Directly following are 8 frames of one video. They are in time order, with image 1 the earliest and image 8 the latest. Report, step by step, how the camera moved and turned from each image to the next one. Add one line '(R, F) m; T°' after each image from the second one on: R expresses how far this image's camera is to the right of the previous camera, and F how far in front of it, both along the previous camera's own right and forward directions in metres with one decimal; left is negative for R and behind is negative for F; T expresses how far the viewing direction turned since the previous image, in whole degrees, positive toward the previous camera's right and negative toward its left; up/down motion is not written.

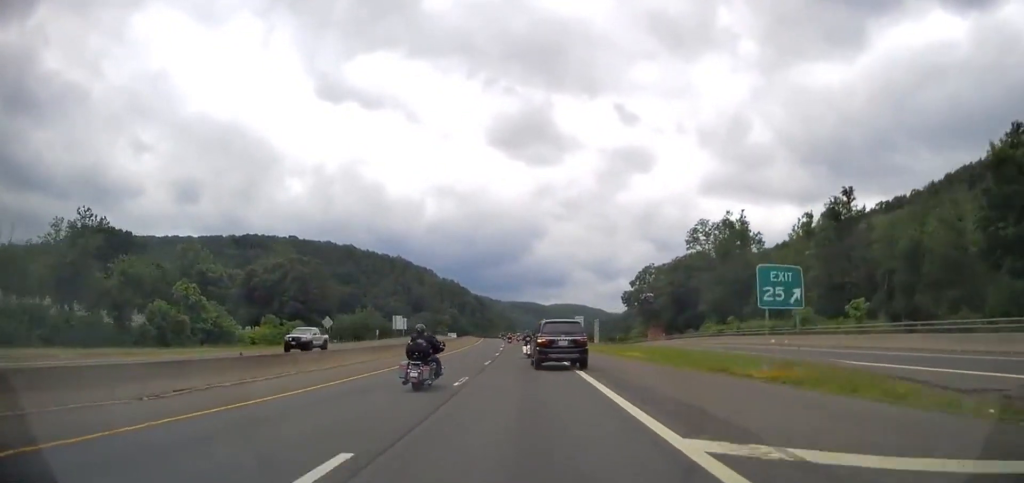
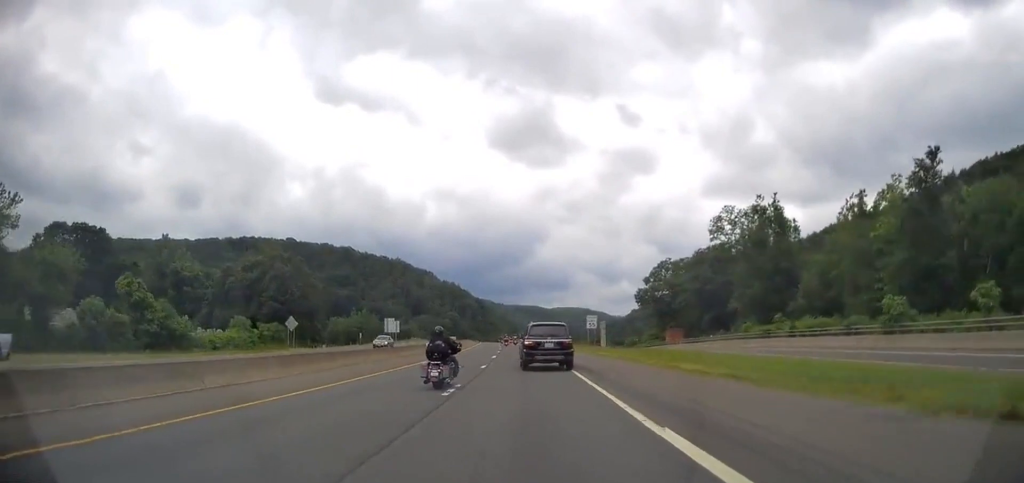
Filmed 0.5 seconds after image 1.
(0.0, +14.0) m; 0°
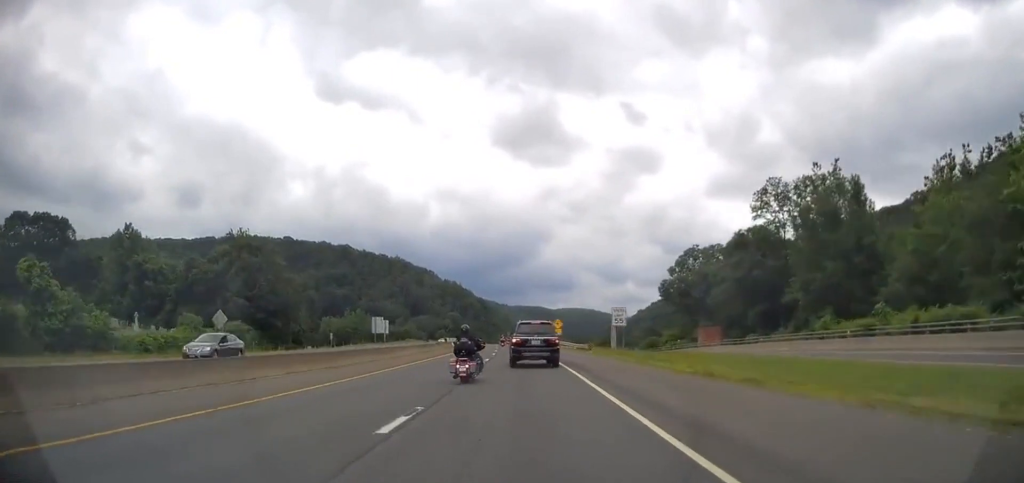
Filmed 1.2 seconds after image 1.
(0.0, +18.3) m; 0°
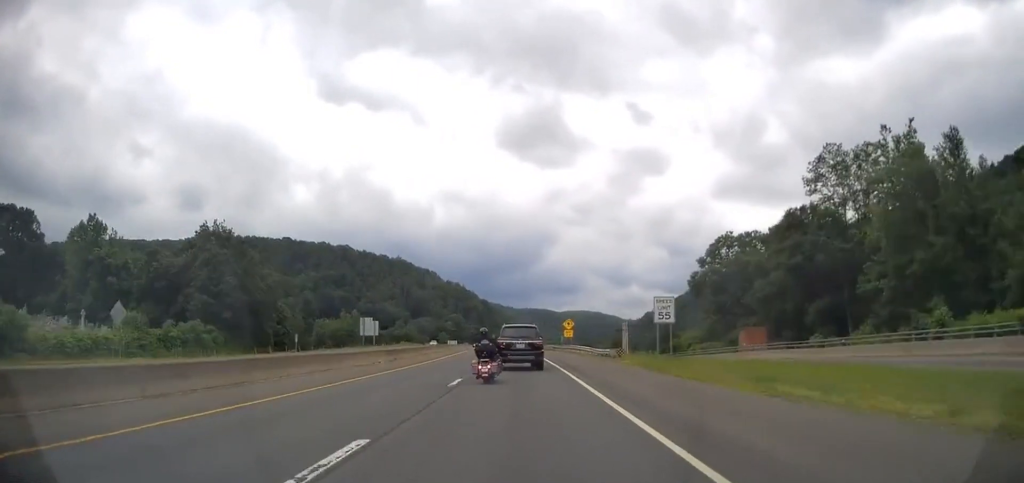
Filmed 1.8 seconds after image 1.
(0.0, +15.6) m; 0°
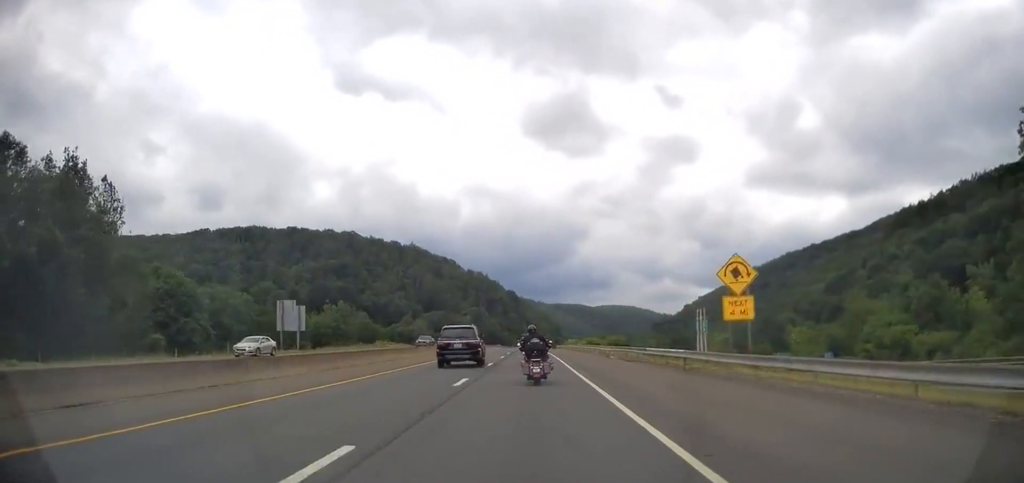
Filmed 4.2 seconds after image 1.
(-1.4, +60.1) m; -3°
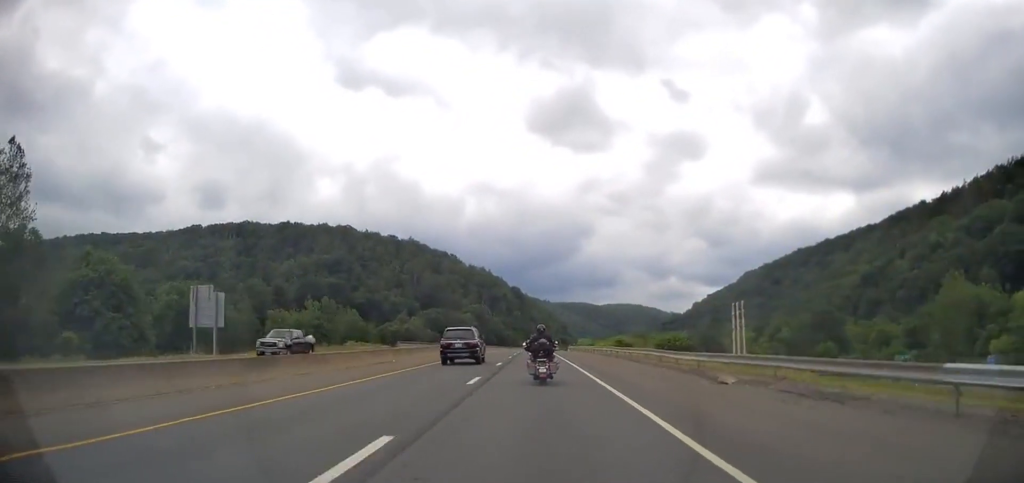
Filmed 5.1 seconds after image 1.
(-0.3, +24.0) m; -1°
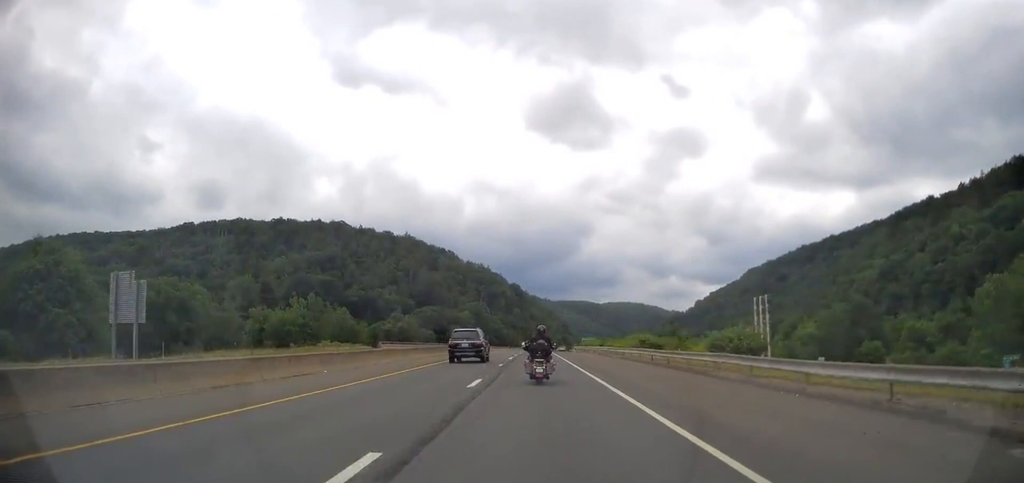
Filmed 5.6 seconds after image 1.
(0.0, +13.6) m; 0°
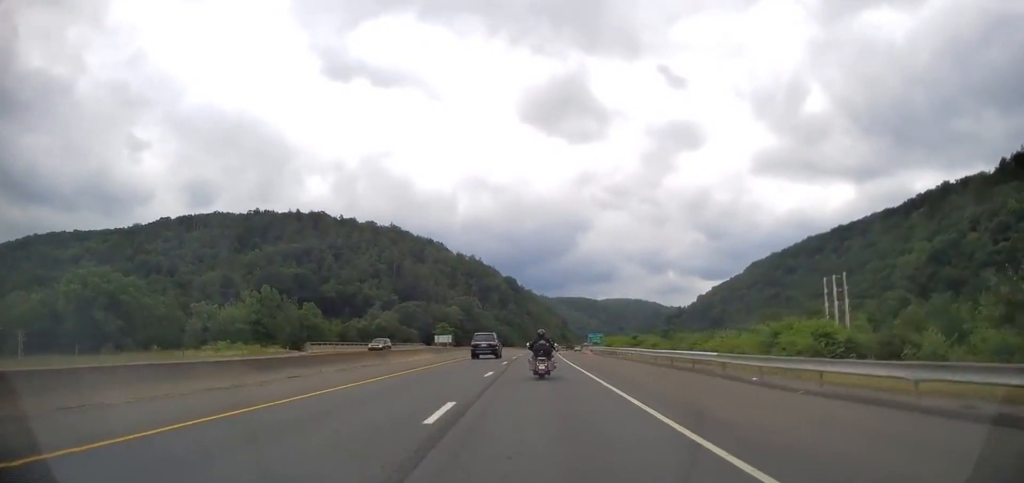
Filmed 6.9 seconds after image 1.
(-0.2, +32.2) m; 0°
